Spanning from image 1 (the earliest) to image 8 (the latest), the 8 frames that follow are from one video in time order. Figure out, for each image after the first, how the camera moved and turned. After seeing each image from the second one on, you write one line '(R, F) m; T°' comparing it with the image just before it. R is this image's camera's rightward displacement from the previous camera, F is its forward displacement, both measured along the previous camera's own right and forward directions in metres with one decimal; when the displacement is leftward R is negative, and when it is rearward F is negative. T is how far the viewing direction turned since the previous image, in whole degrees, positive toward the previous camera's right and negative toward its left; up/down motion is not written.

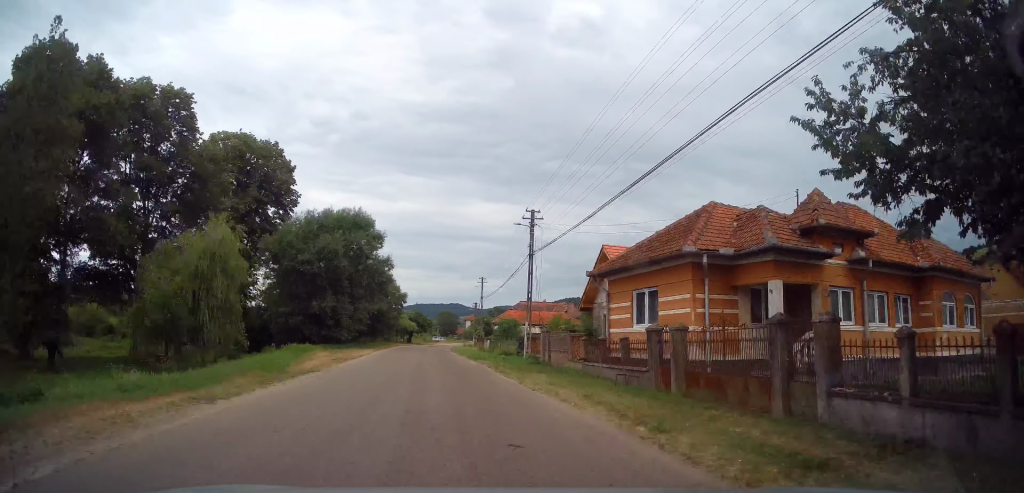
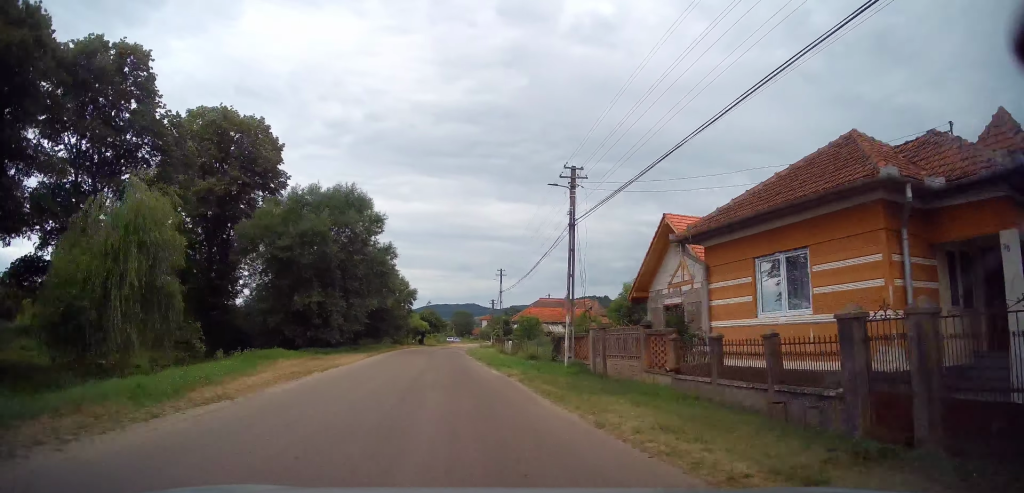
(0.0, +7.5) m; -1°
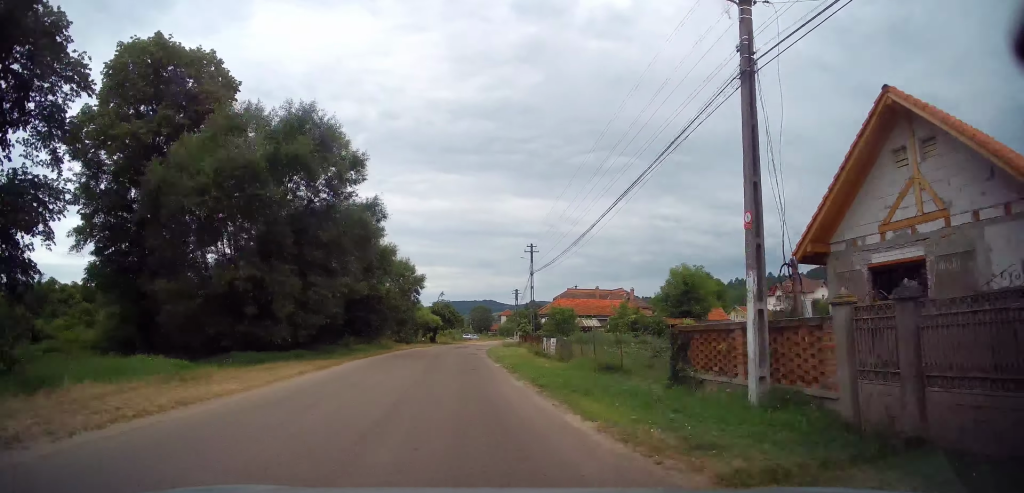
(0.0, +12.6) m; -2°
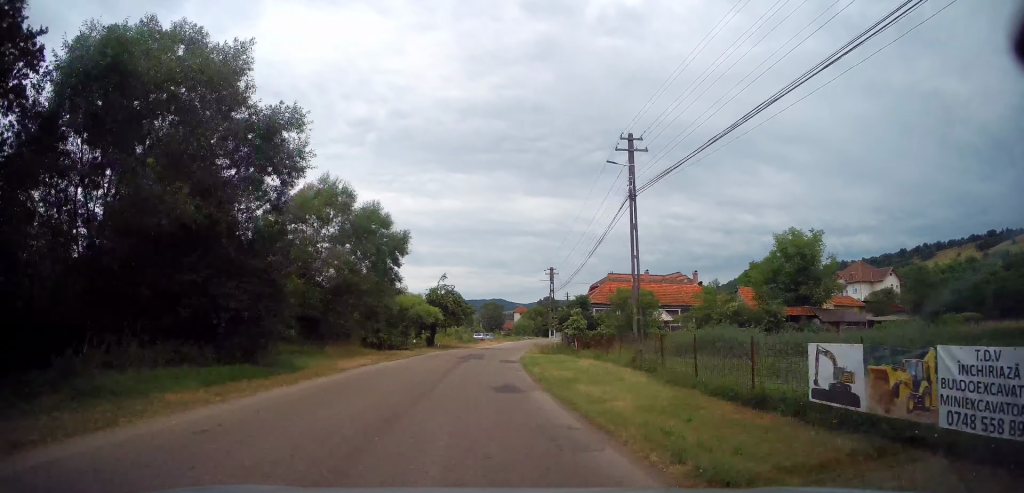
(-0.8, +23.1) m; 0°
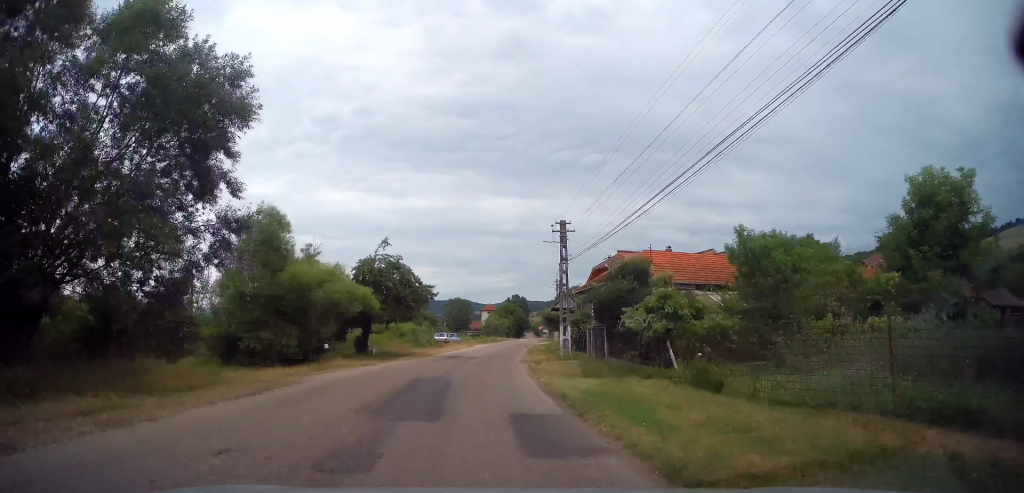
(+0.8, +20.5) m; +2°
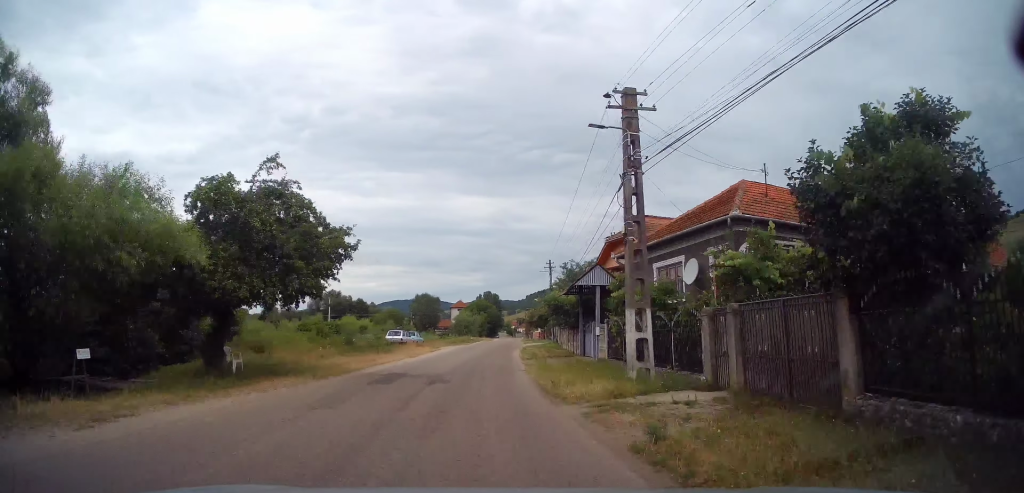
(-0.3, +16.7) m; +2°
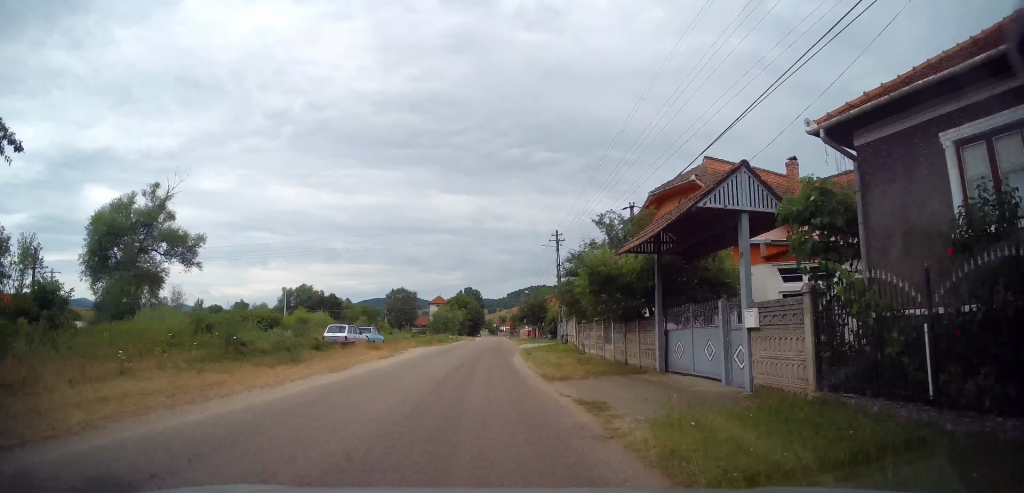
(+0.6, +13.9) m; +3°
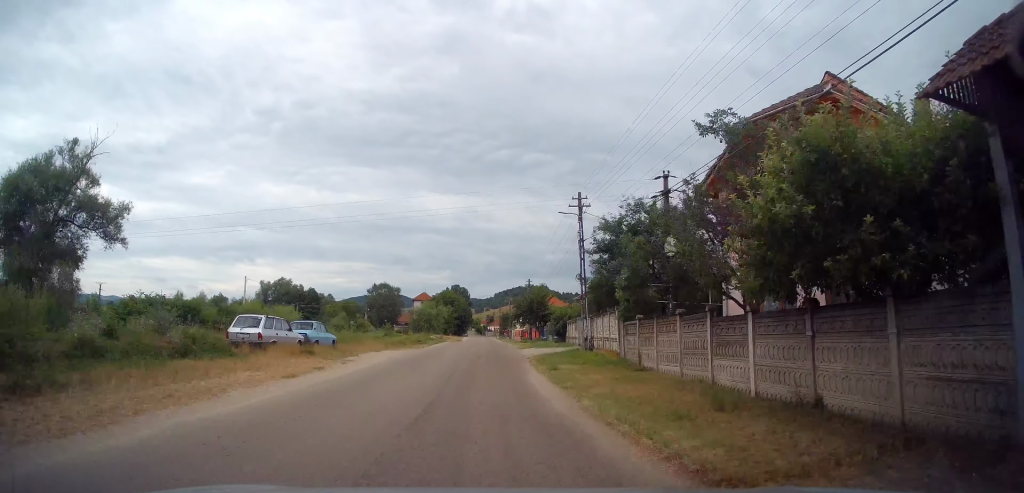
(+0.3, +11.0) m; +2°
